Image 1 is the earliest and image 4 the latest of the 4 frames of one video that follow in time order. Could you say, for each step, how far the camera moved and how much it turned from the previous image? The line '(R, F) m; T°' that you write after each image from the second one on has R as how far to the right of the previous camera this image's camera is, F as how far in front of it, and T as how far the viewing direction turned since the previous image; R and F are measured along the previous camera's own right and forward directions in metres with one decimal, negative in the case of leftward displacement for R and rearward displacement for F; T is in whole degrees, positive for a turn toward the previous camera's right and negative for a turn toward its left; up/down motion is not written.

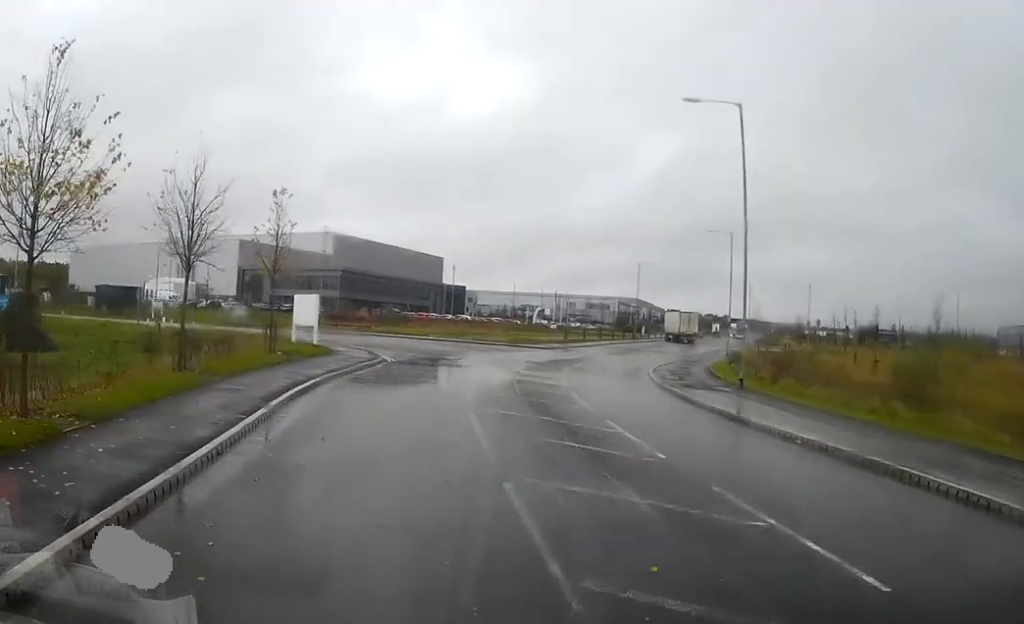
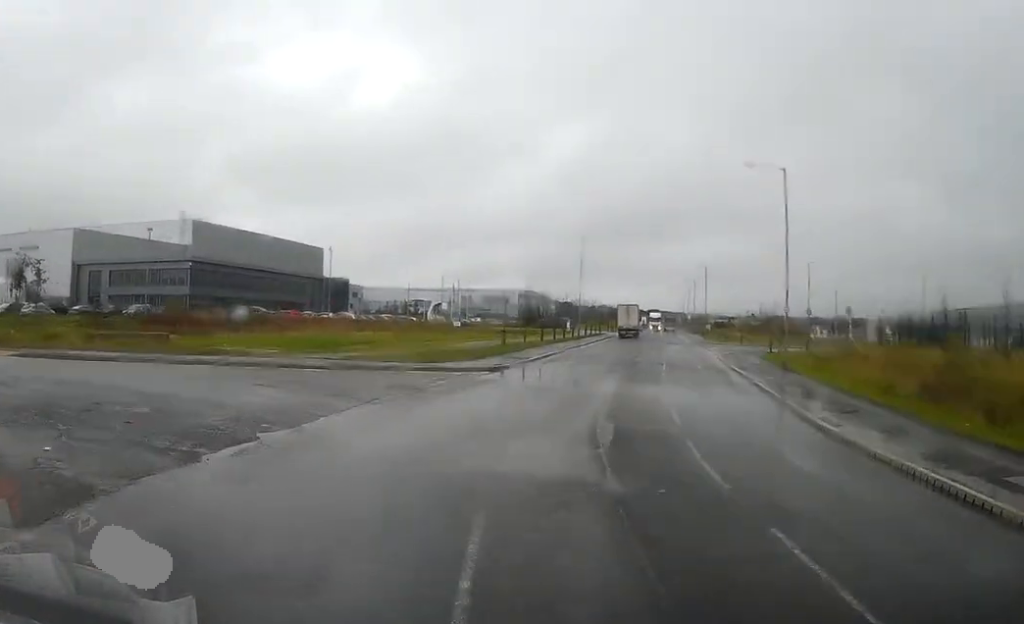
(+1.9, +25.6) m; +11°
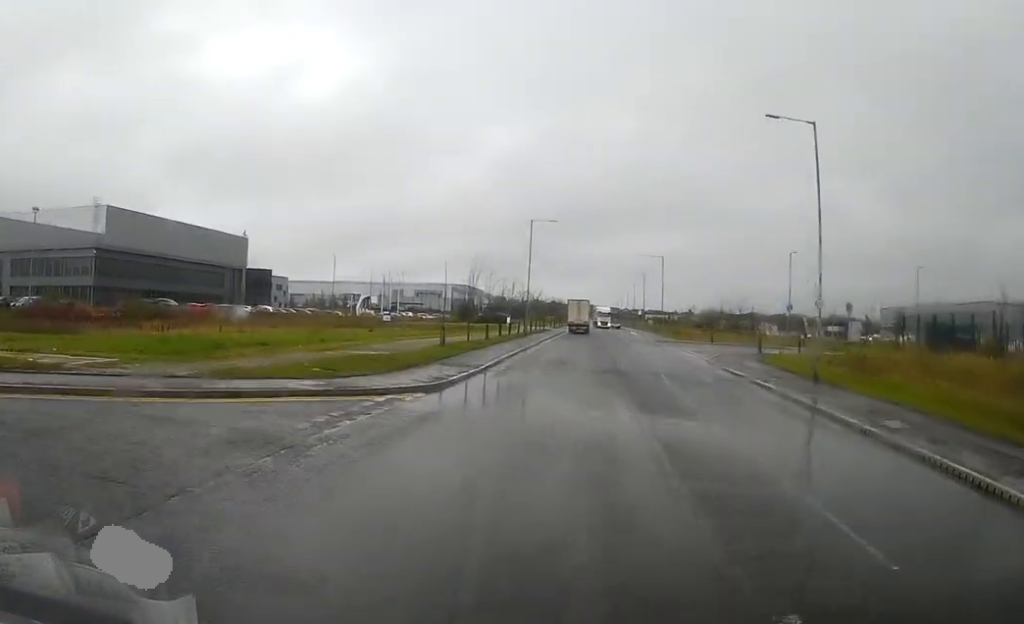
(+0.5, +9.7) m; +5°
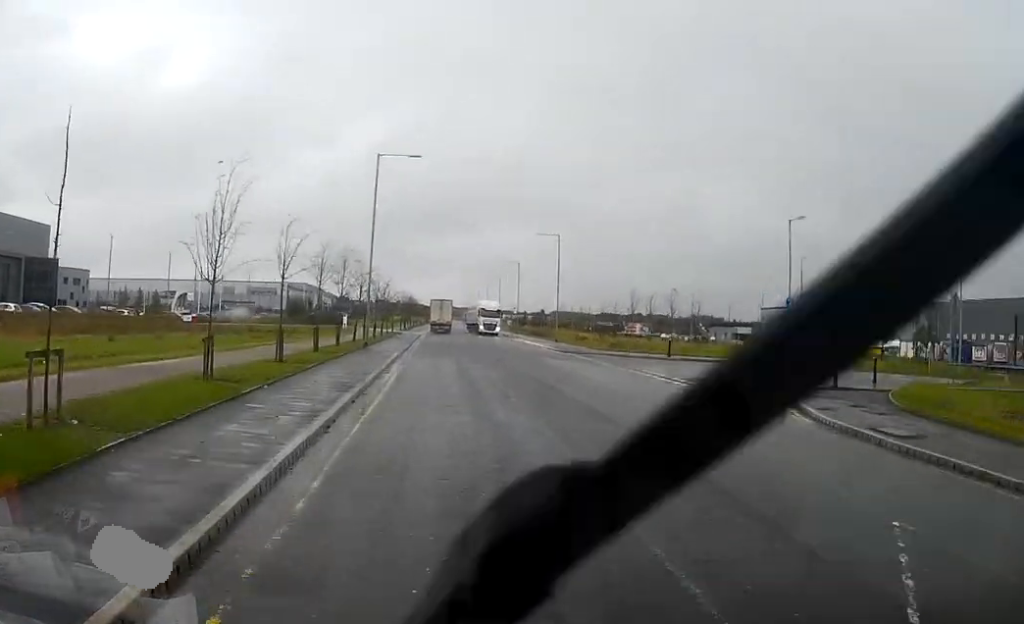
(+2.5, +26.1) m; +10°
